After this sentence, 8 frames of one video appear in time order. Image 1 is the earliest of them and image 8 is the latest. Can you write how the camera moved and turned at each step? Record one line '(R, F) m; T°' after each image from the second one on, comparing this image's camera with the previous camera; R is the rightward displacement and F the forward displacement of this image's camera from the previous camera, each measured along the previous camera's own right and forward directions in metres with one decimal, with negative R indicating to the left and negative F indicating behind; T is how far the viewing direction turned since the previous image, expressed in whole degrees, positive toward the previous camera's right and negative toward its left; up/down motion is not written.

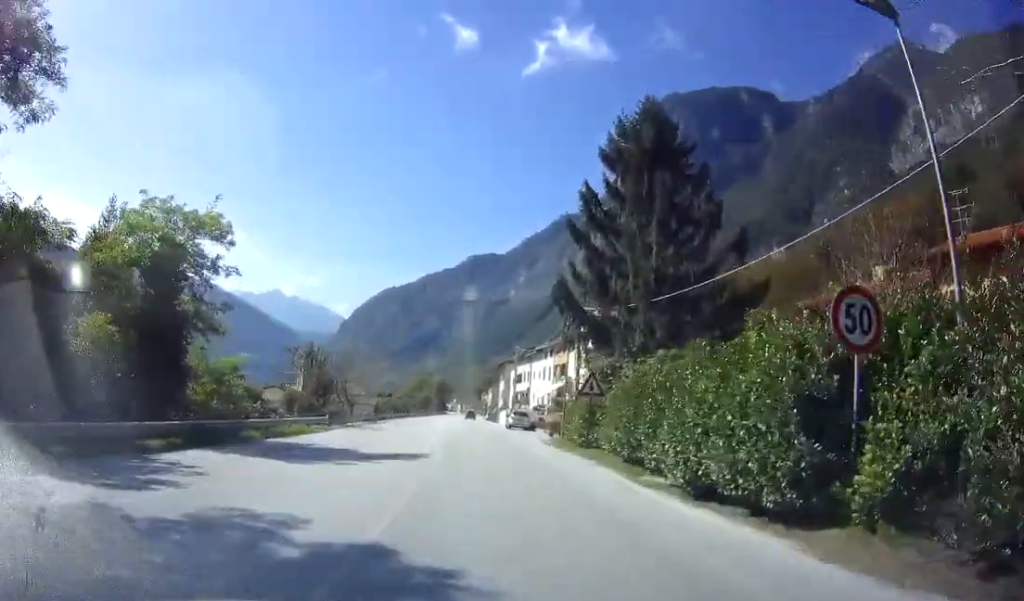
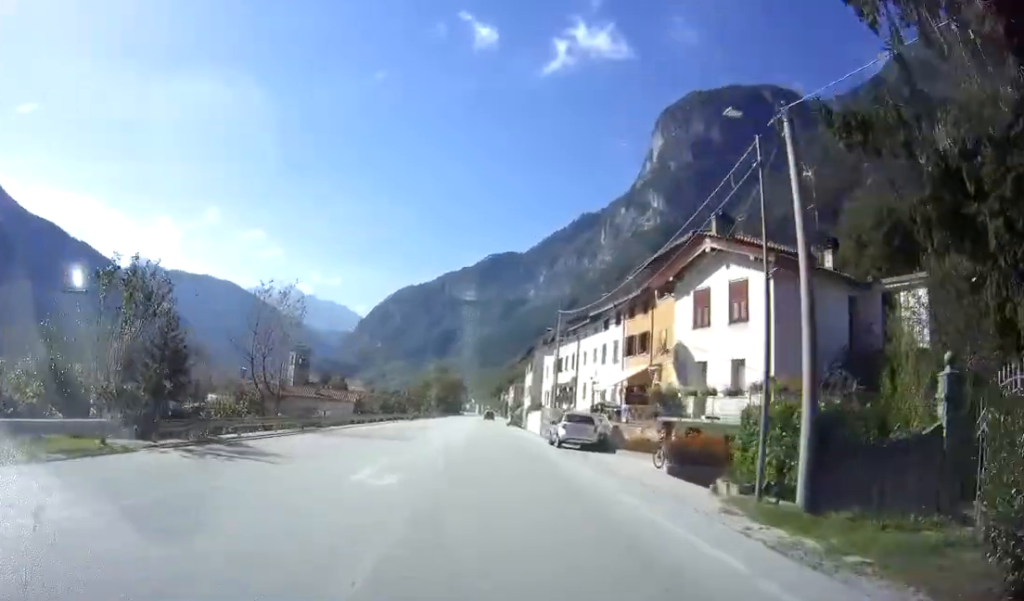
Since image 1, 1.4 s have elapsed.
(-0.4, +23.8) m; -2°
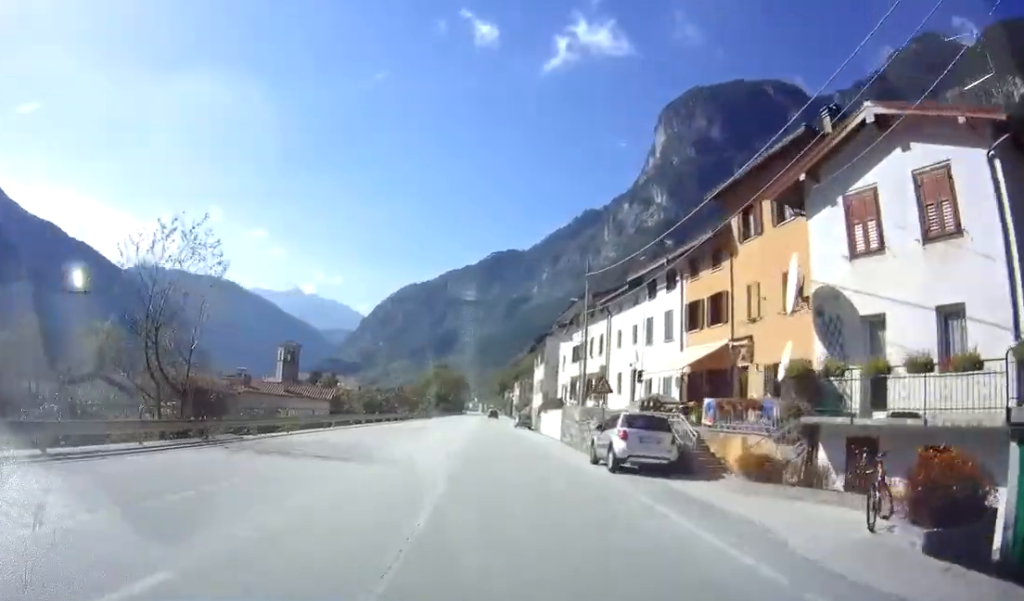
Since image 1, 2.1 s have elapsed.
(-0.1, +10.5) m; 0°
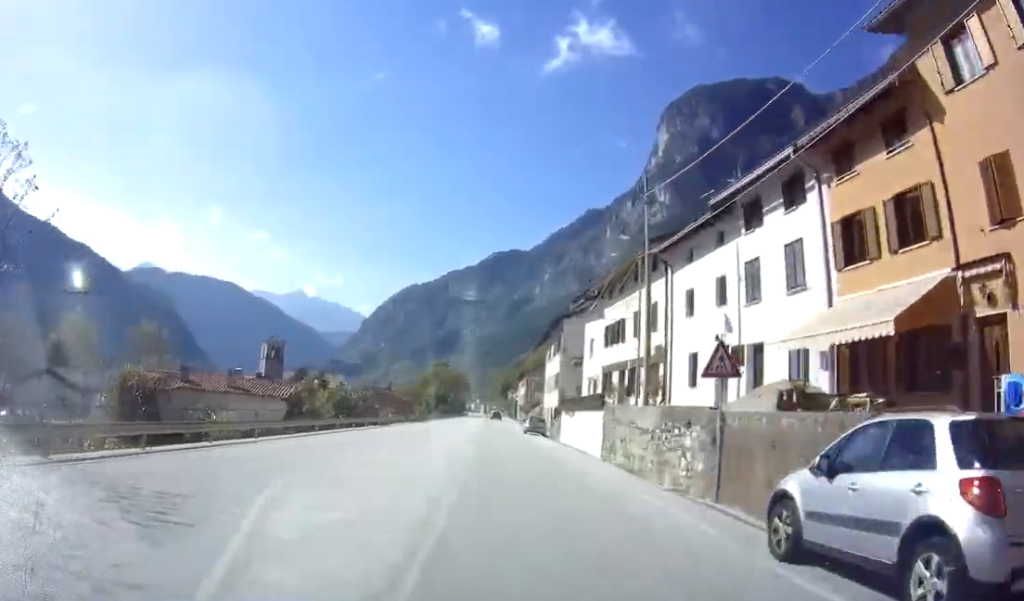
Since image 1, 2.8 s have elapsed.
(-0.1, +11.5) m; +1°
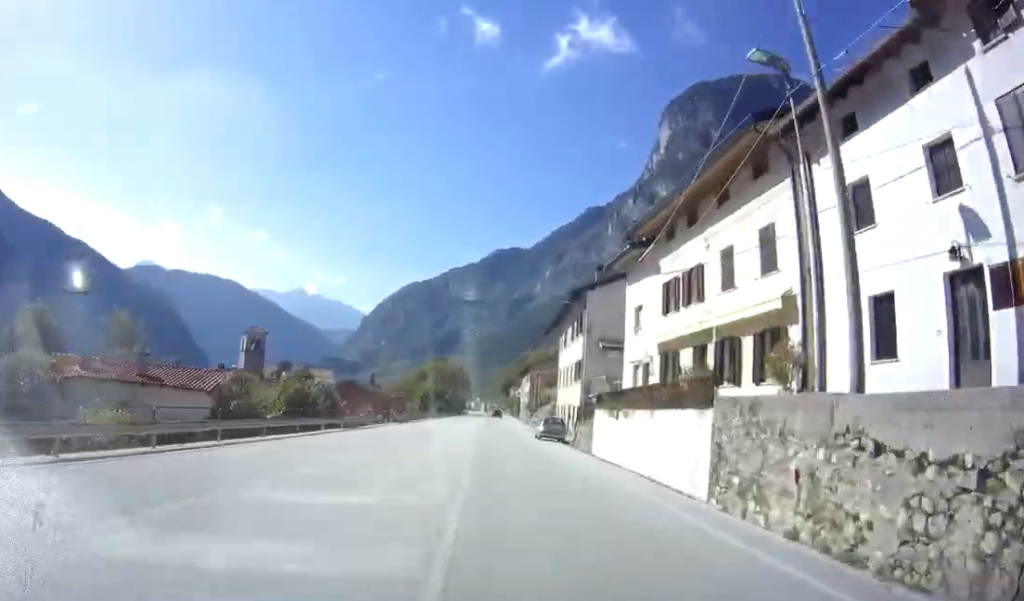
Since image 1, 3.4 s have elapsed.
(+0.3, +10.9) m; 0°
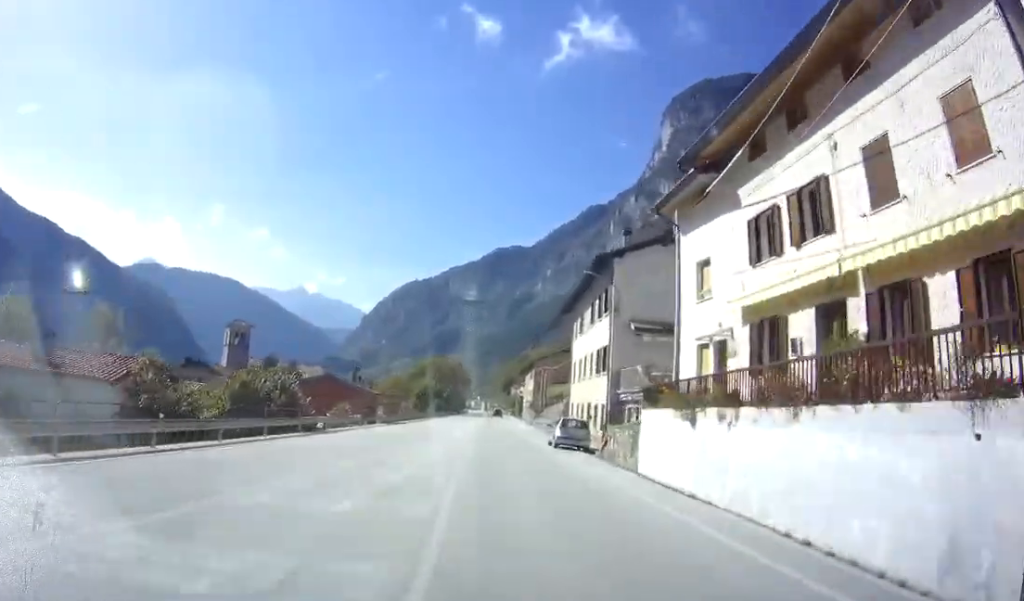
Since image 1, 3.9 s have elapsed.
(+0.1, +7.6) m; 0°
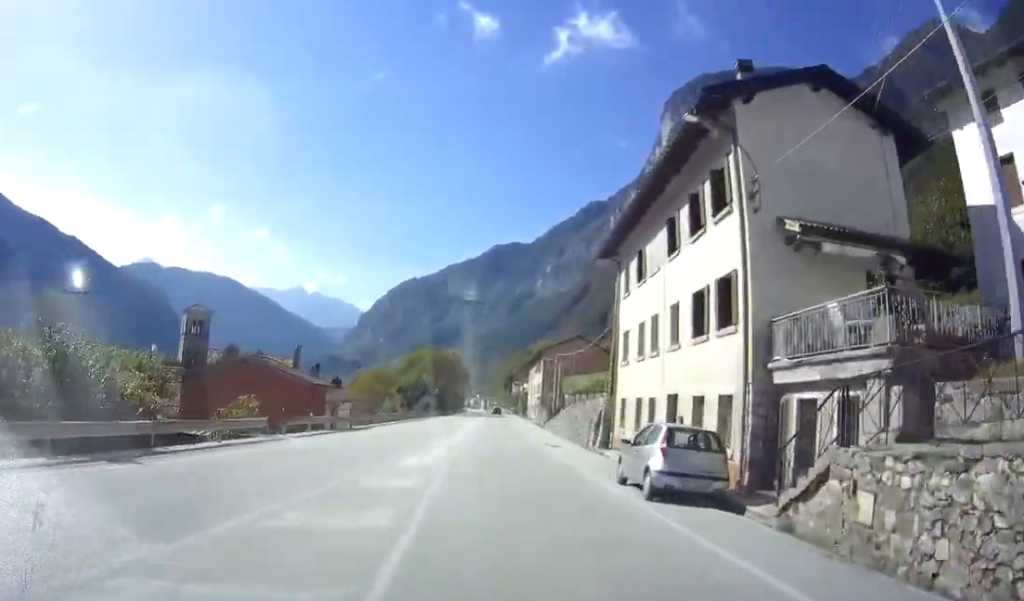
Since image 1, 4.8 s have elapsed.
(-0.4, +15.4) m; -1°
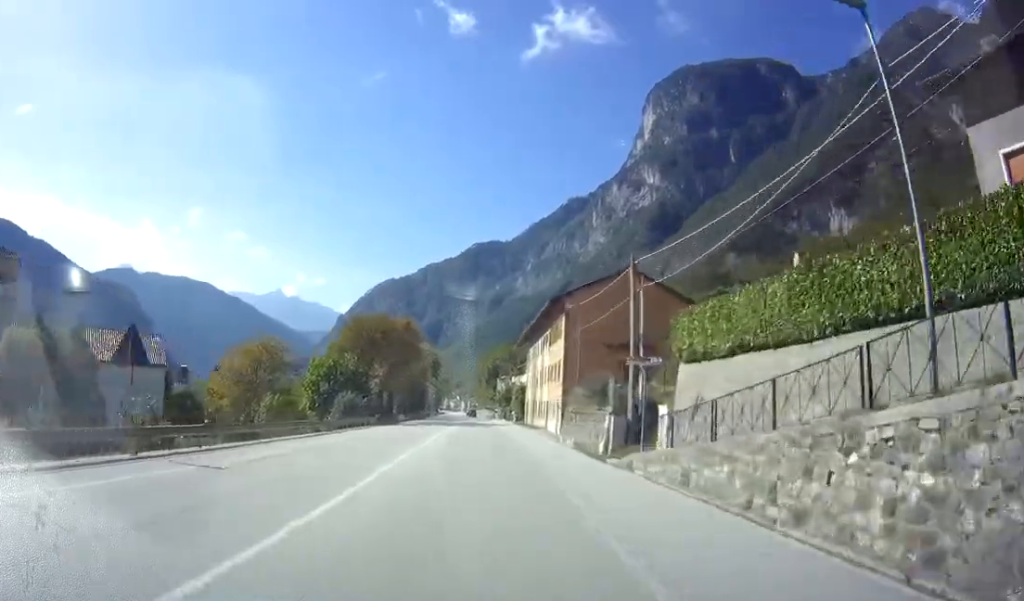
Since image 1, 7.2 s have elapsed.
(+1.6, +39.2) m; +2°
